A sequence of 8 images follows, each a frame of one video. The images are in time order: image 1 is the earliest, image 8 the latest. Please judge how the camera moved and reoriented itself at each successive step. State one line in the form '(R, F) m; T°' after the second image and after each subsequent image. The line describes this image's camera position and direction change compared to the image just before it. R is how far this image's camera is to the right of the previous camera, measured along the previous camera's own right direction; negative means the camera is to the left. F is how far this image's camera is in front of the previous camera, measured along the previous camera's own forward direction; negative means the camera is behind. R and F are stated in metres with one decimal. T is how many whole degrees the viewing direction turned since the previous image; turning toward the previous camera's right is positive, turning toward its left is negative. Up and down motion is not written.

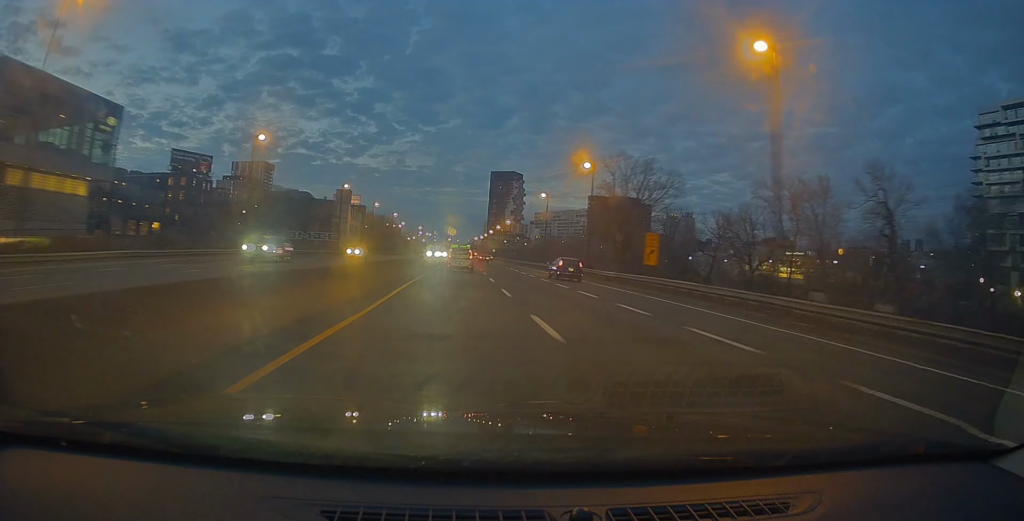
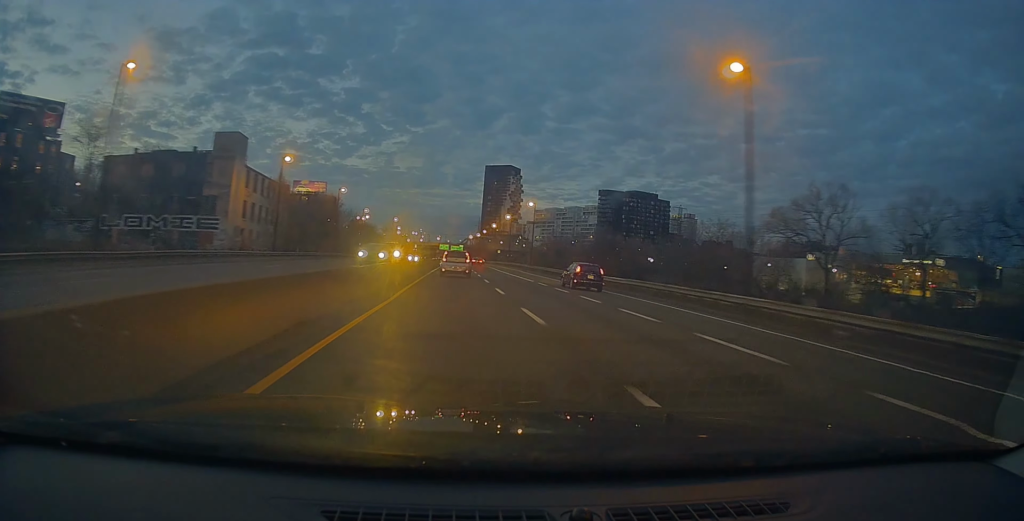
(+1.6, +61.8) m; +2°
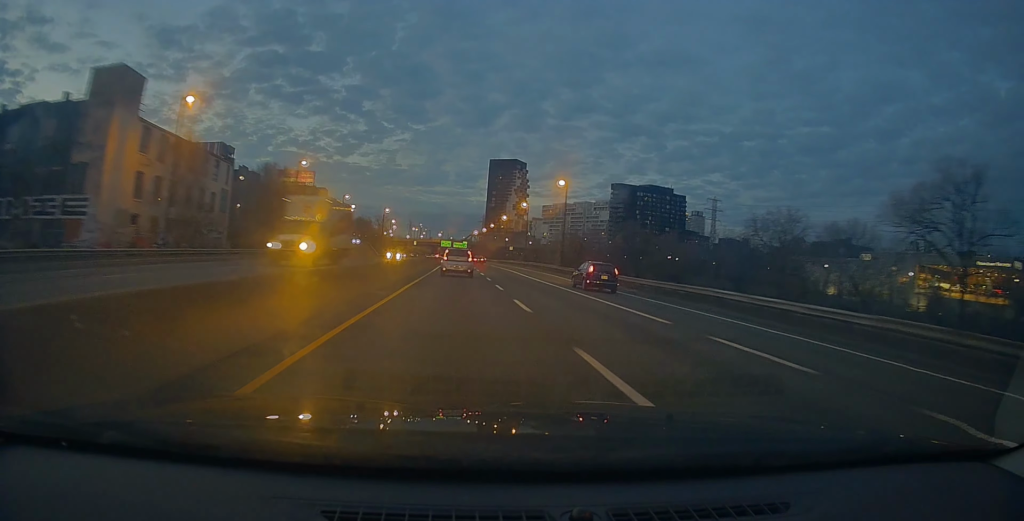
(-0.3, +25.1) m; -1°
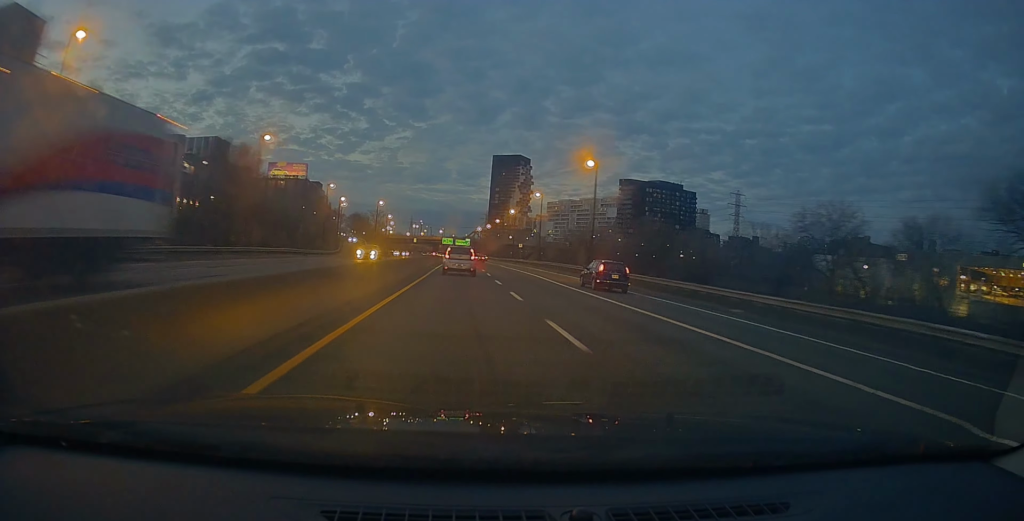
(0.0, +13.8) m; 0°
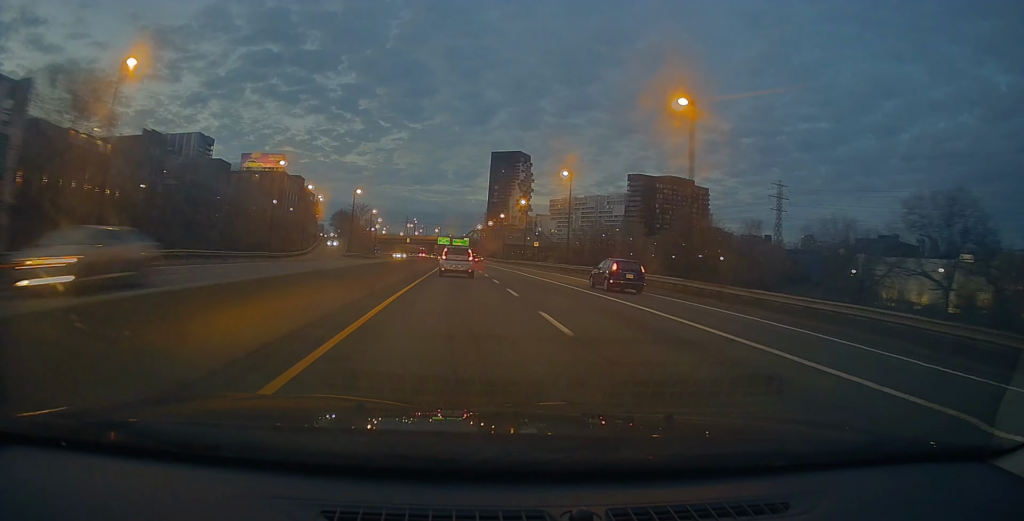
(+0.1, +23.9) m; +1°
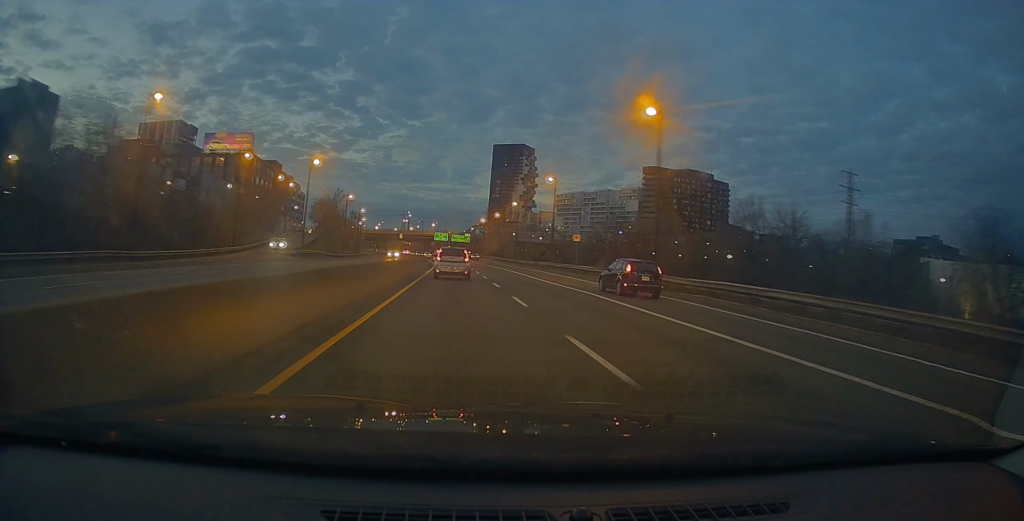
(+0.3, +28.4) m; 0°
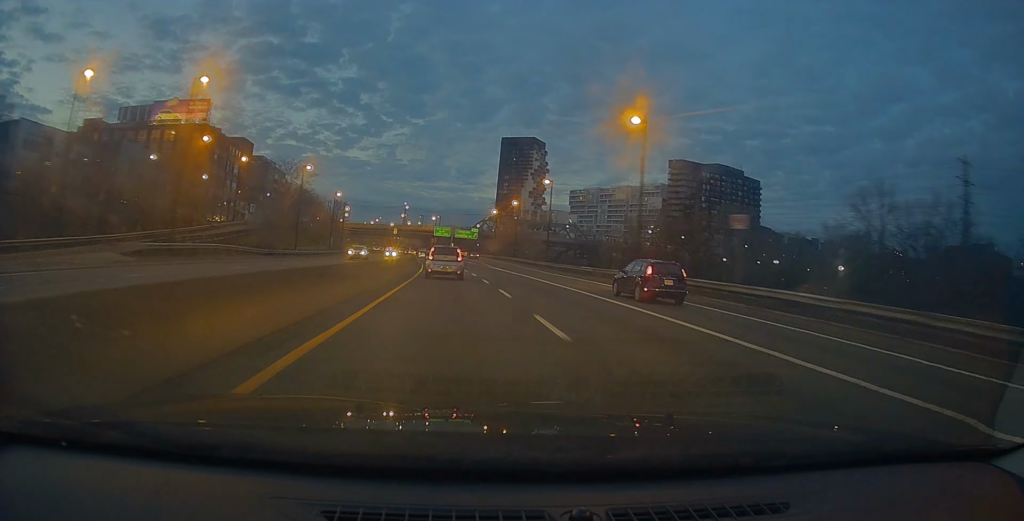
(-0.2, +32.0) m; 0°
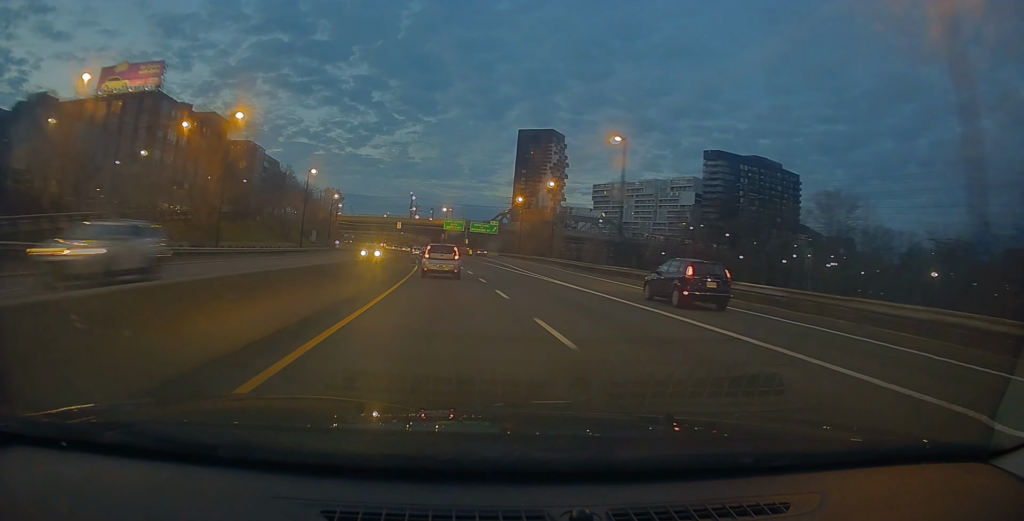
(0.0, +26.4) m; -1°
